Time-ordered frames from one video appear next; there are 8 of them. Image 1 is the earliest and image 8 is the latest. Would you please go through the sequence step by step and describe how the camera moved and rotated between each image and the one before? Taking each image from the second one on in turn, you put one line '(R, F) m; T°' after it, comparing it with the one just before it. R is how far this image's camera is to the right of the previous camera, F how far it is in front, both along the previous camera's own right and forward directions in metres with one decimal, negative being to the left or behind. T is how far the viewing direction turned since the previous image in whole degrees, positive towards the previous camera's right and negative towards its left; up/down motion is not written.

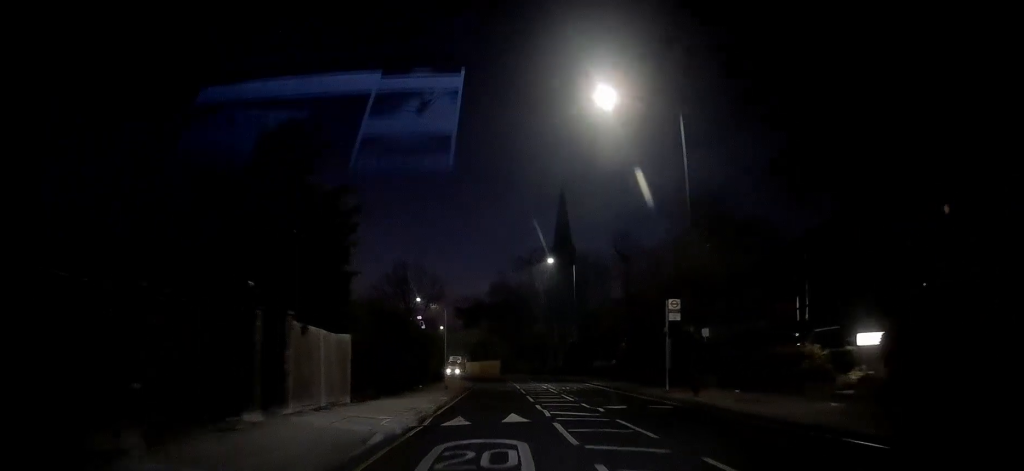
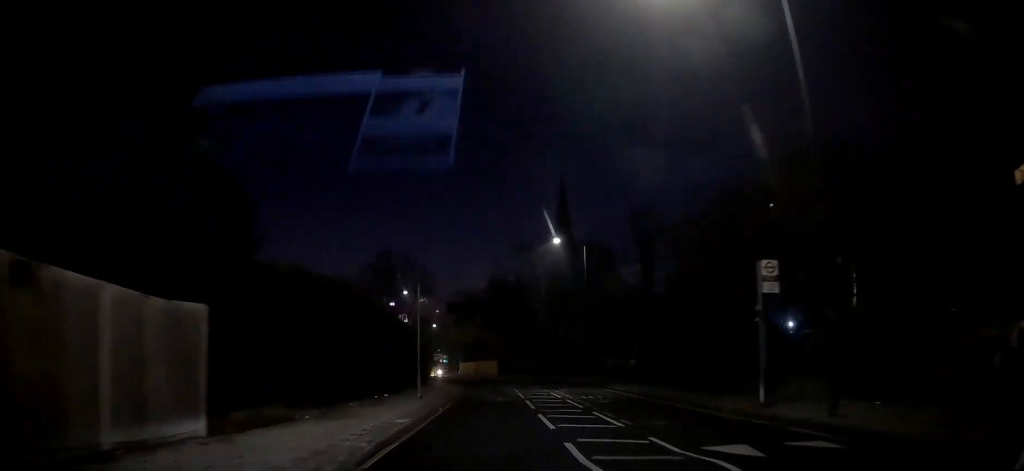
(-0.2, +9.4) m; -1°
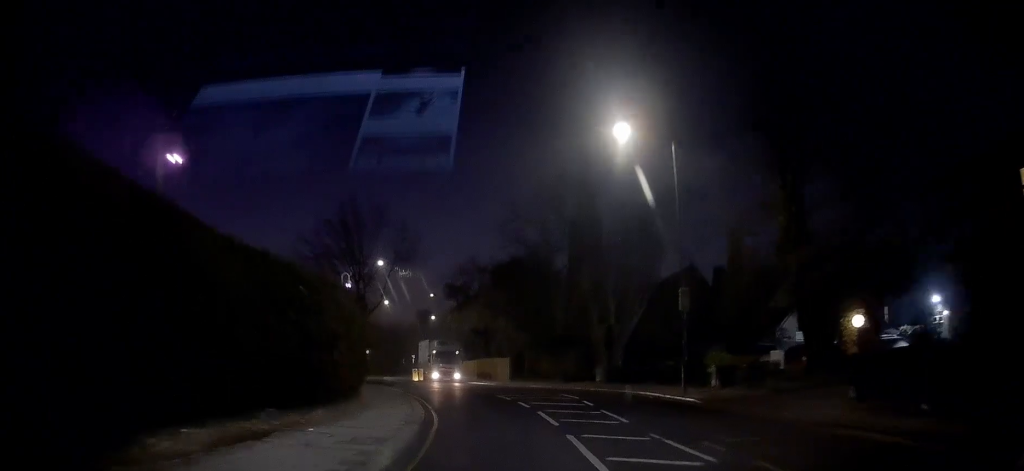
(+0.3, +22.9) m; 0°
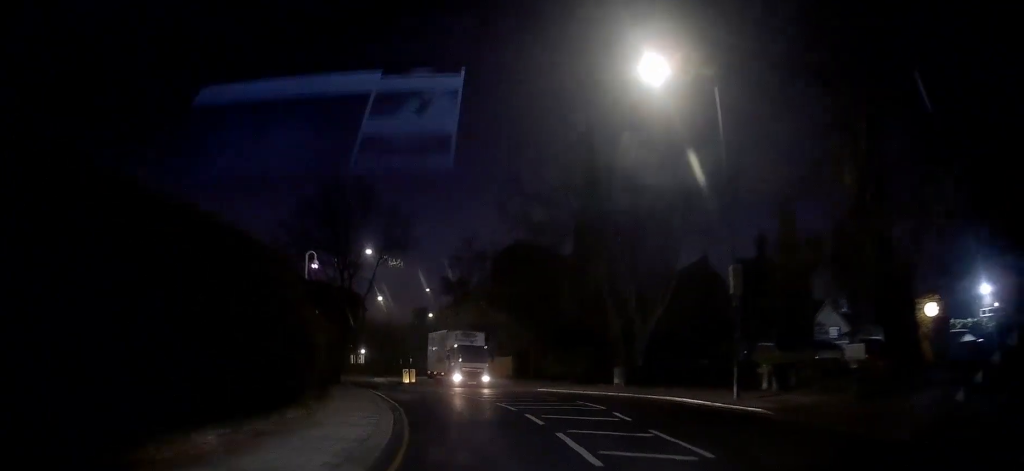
(0.0, +5.4) m; -1°
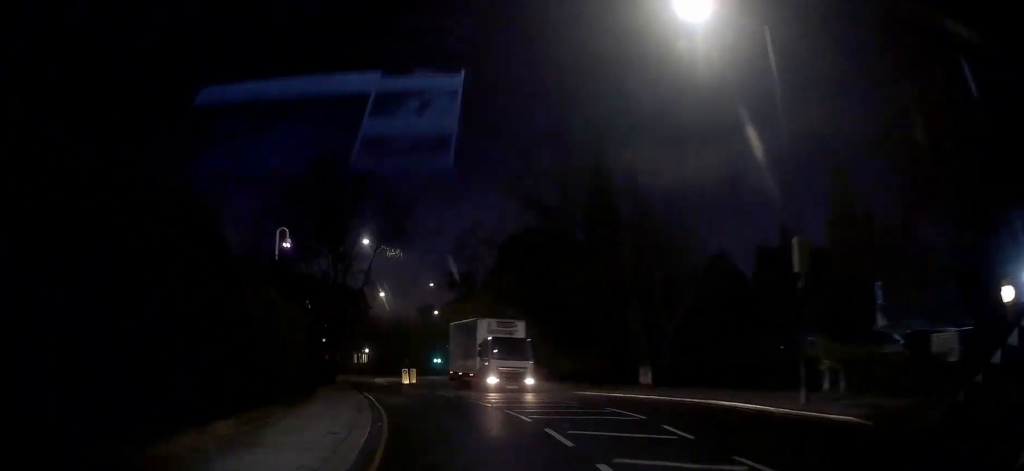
(0.0, +3.9) m; 0°
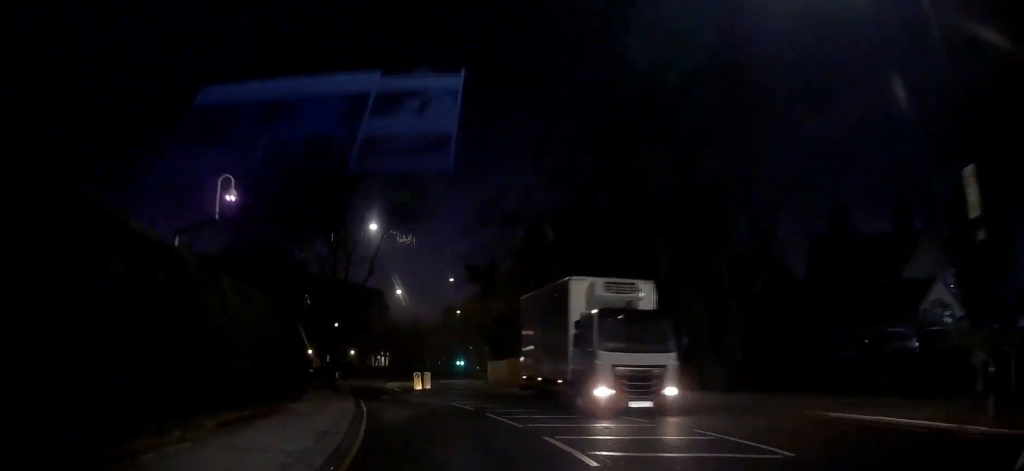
(0.0, +5.9) m; -2°
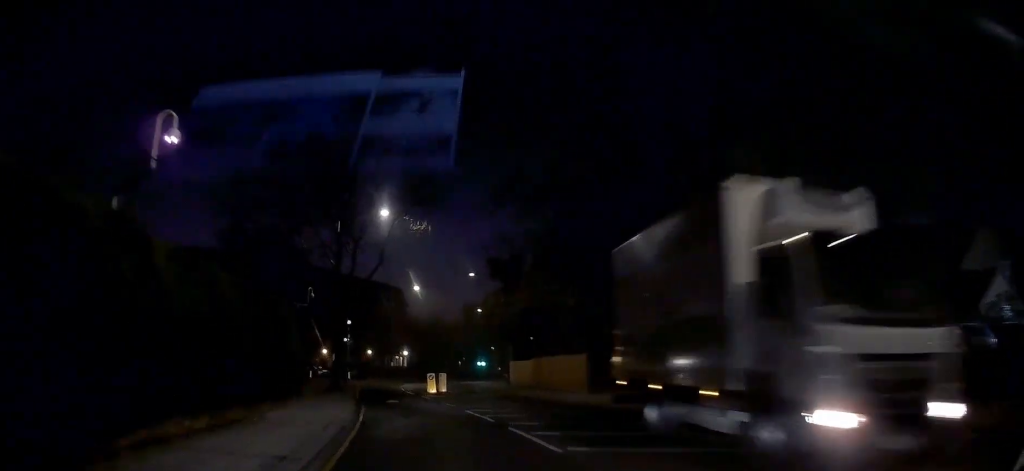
(+0.1, +3.8) m; -2°
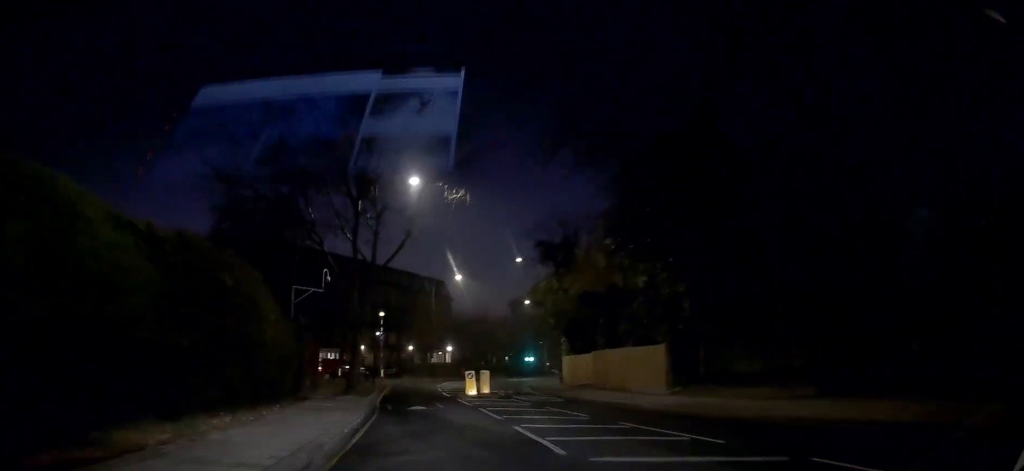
(-0.4, +6.0) m; -3°
